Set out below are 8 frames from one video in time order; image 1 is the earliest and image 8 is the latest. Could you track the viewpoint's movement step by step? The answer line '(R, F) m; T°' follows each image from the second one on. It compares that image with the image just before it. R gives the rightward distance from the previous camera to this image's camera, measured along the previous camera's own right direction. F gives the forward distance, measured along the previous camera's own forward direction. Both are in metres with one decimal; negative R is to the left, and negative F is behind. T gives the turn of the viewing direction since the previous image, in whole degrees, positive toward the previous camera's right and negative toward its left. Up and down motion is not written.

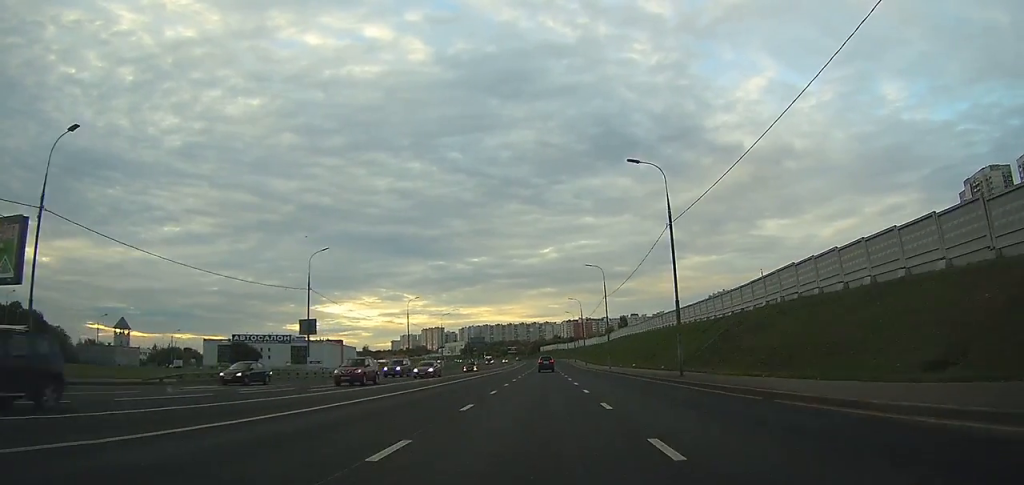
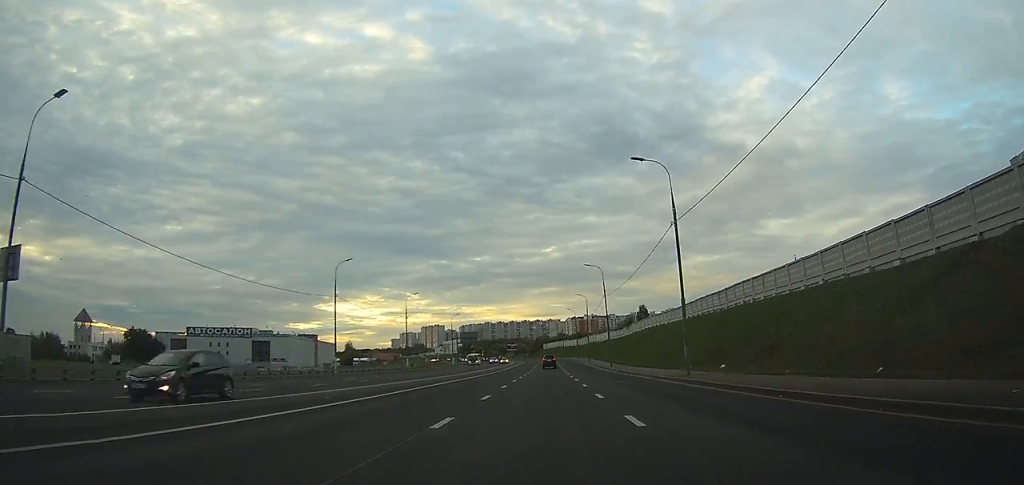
(-0.3, +36.9) m; -1°
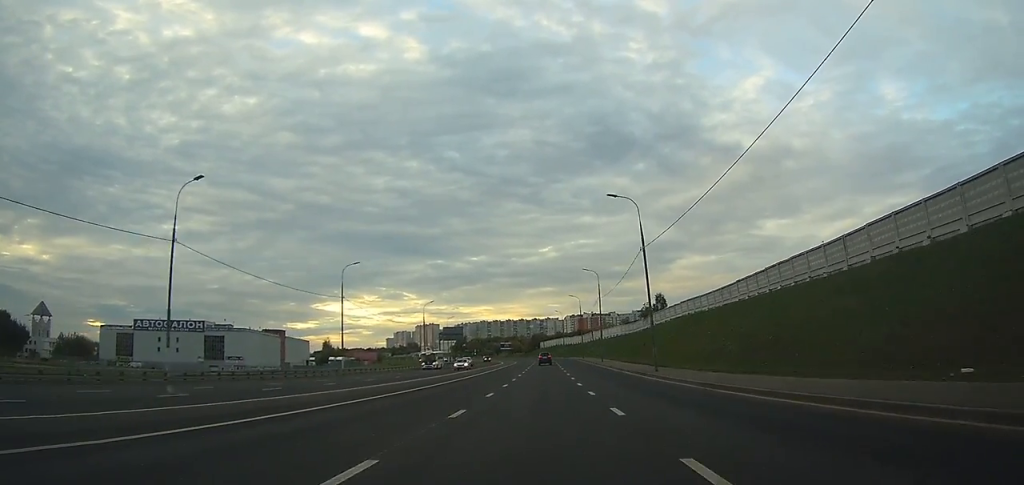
(-0.1, +28.9) m; 0°
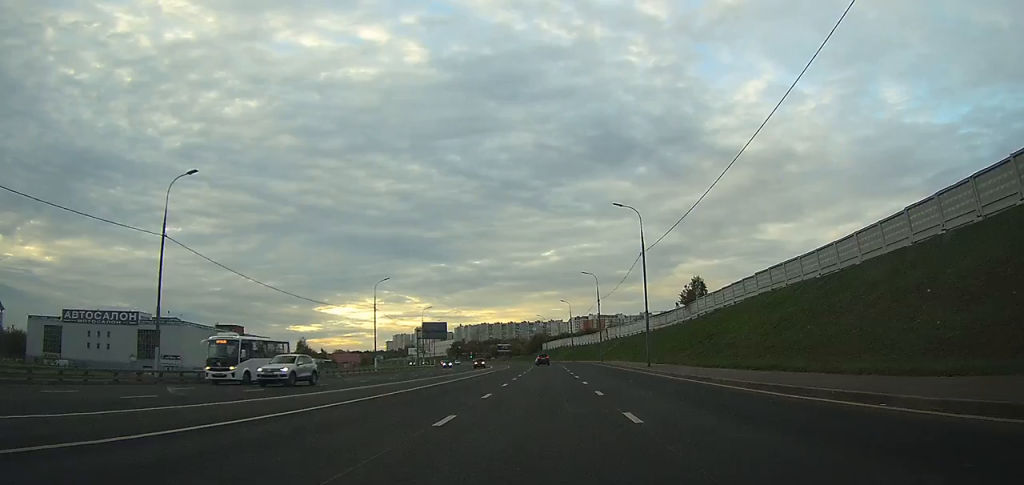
(+0.3, +34.5) m; 0°
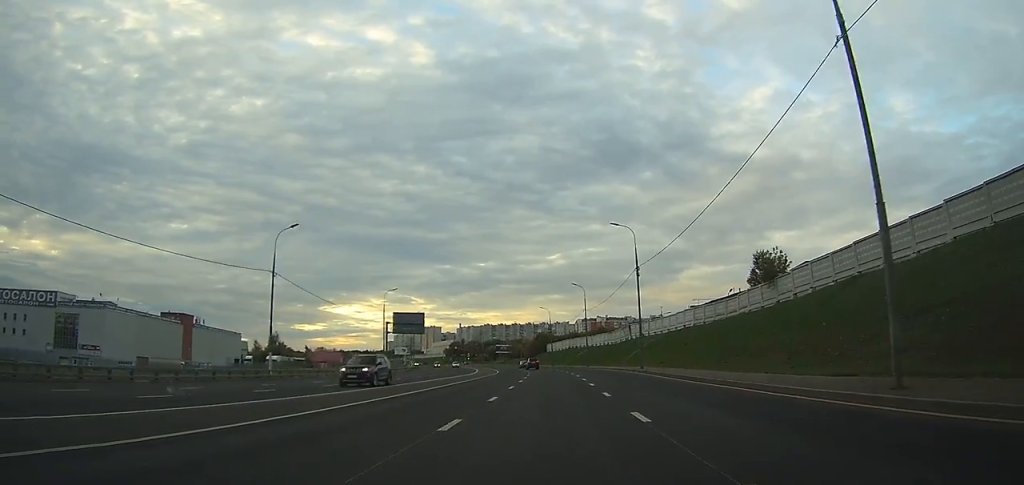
(-0.1, +33.4) m; -1°
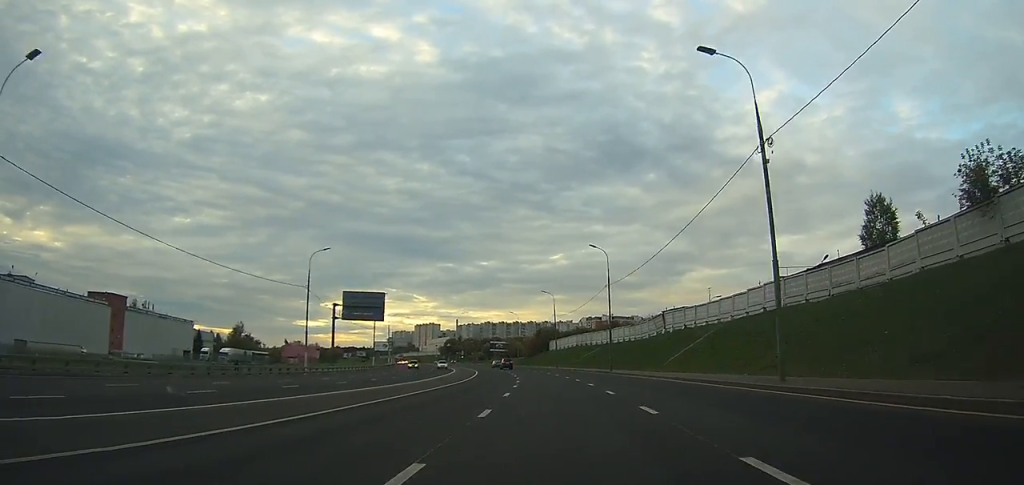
(-0.2, +30.5) m; -1°
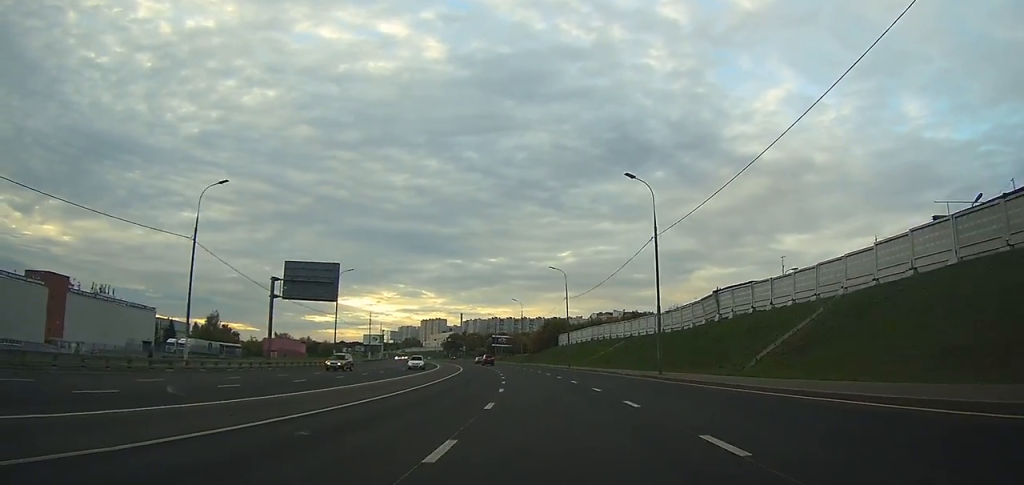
(-0.3, +21.6) m; -2°
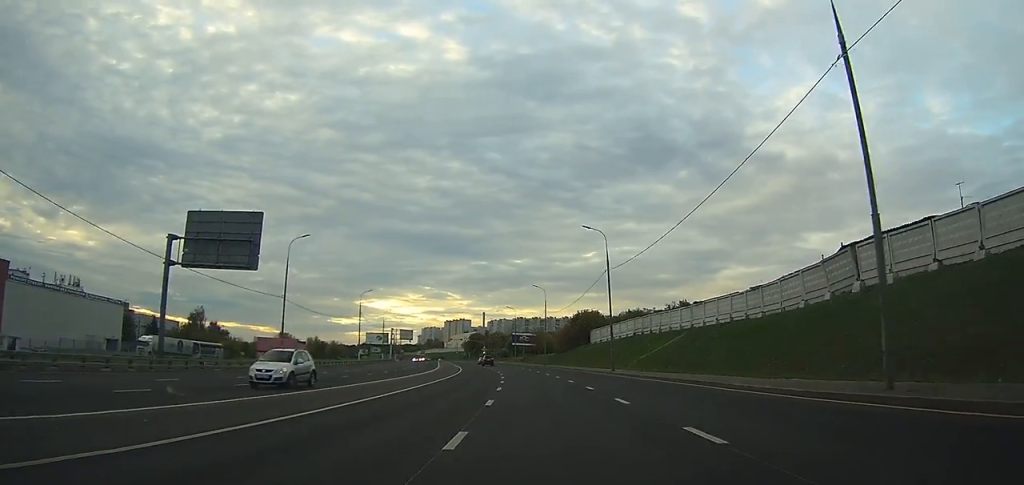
(-0.4, +22.0) m; -3°
